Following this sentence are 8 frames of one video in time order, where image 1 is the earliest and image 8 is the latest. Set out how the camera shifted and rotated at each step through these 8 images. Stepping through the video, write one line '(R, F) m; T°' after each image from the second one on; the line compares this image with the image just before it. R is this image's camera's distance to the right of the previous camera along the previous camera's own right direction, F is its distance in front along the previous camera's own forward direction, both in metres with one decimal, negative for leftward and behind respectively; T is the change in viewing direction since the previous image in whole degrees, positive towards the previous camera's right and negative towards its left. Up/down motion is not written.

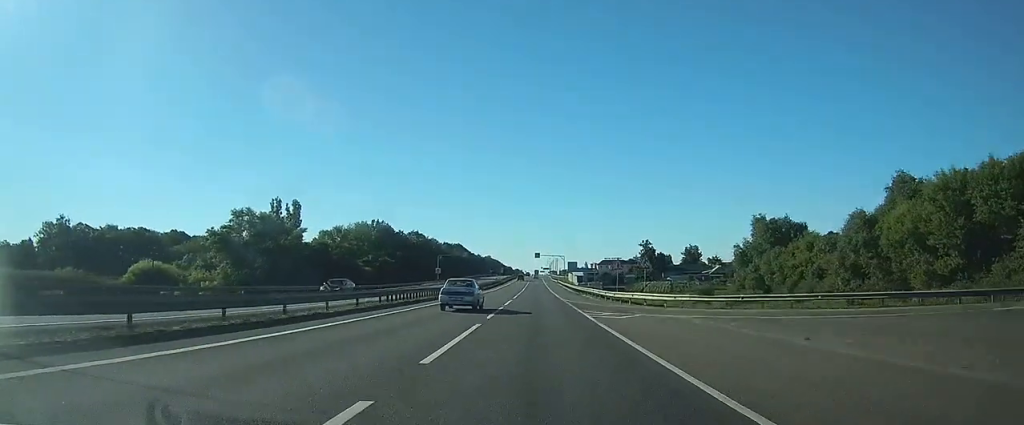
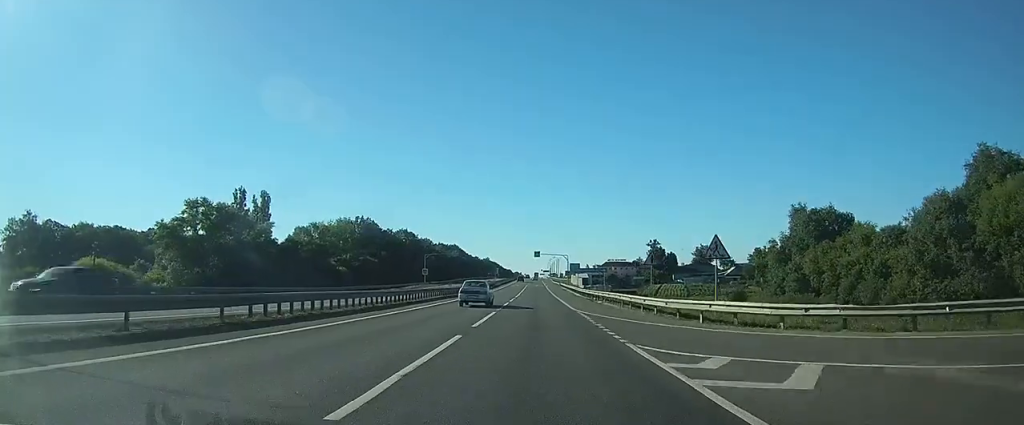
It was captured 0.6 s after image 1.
(0.0, +15.8) m; 0°
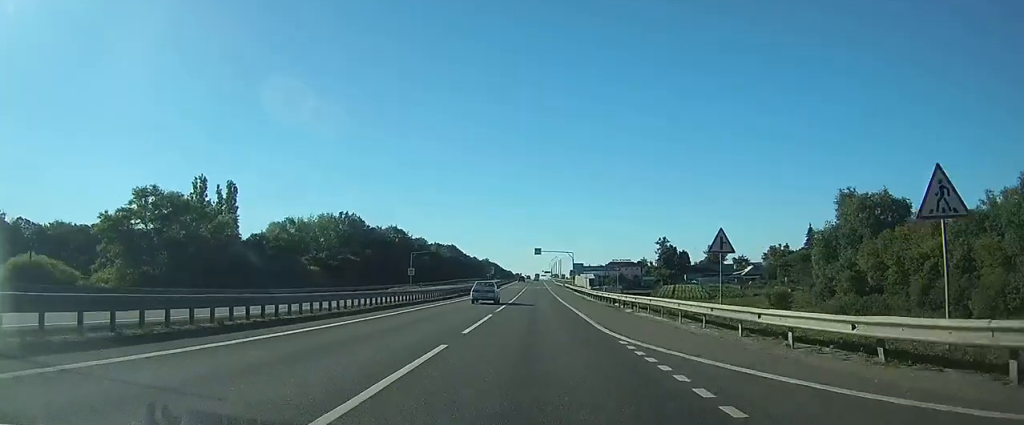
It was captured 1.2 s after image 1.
(0.0, +14.1) m; 0°
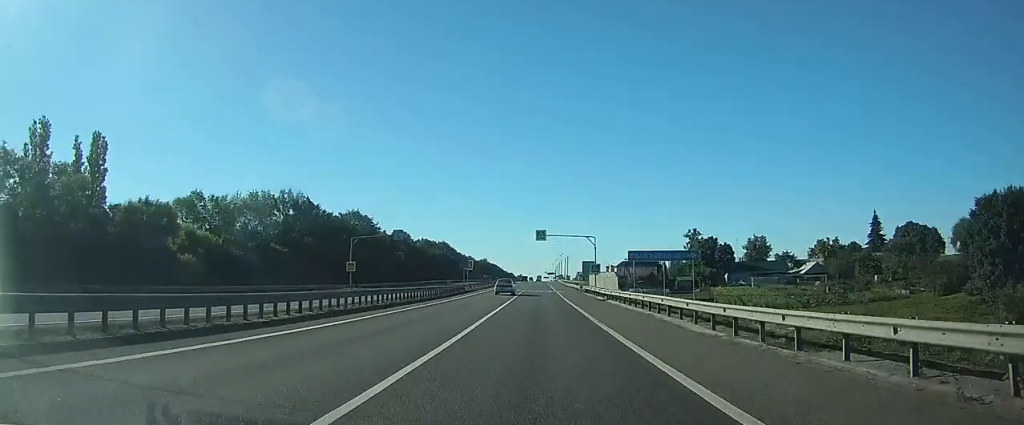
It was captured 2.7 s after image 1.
(0.0, +36.6) m; 0°
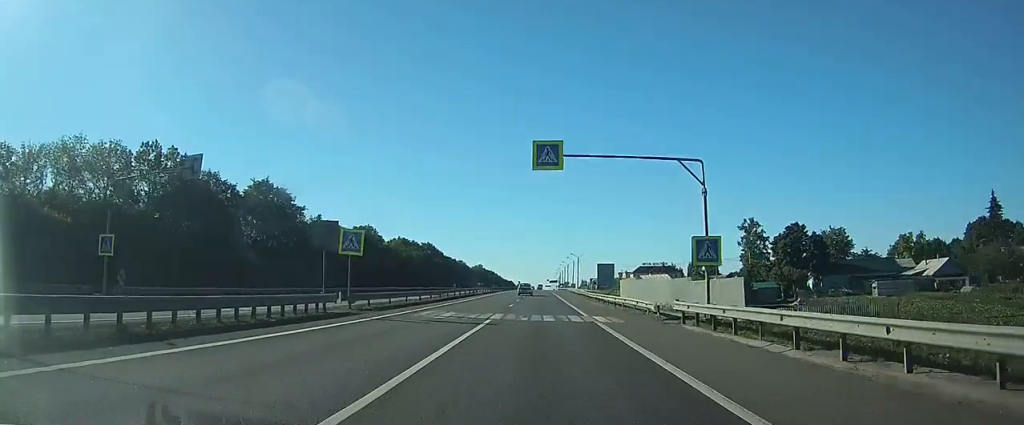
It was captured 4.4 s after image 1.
(0.0, +43.9) m; 0°
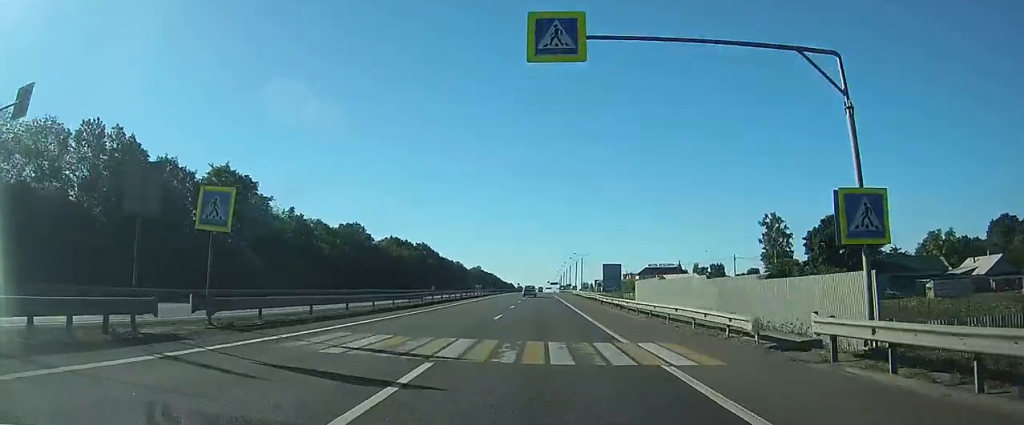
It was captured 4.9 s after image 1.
(0.0, +11.5) m; 0°
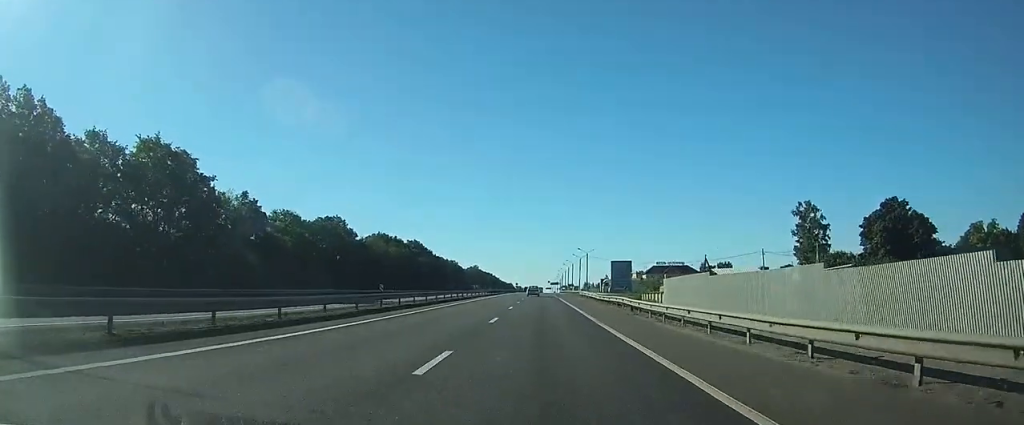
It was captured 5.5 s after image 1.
(0.0, +14.8) m; 0°
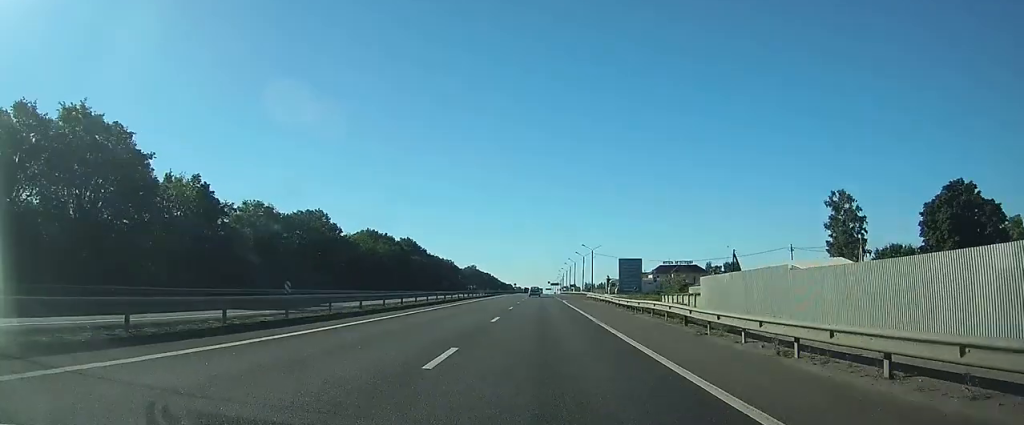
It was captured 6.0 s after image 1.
(0.0, +11.5) m; 0°
